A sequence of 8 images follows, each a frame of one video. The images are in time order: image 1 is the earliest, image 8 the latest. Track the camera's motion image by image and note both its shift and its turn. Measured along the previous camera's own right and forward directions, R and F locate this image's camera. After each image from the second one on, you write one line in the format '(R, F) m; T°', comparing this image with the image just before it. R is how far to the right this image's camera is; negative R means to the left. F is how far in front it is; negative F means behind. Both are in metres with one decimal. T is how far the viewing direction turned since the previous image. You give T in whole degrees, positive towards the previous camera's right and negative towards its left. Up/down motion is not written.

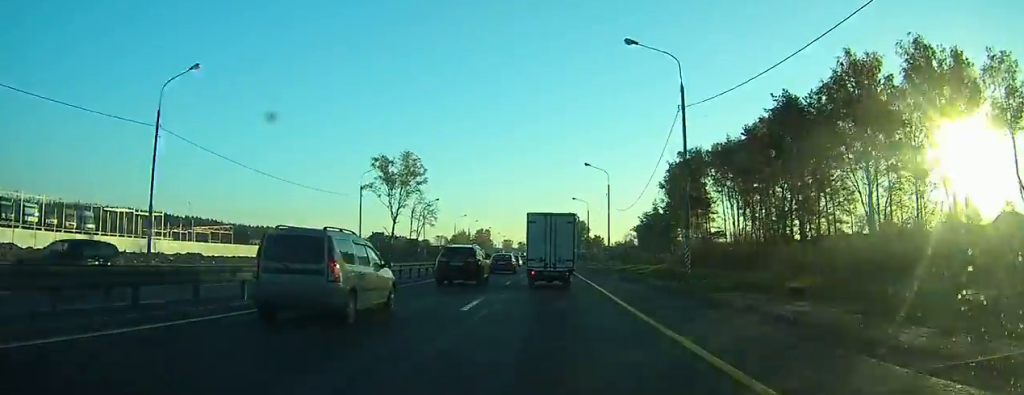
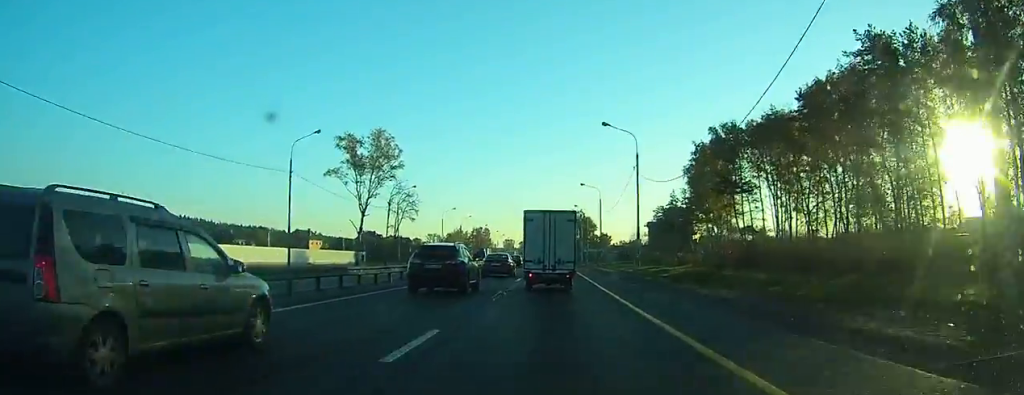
(-0.1, +17.2) m; 0°
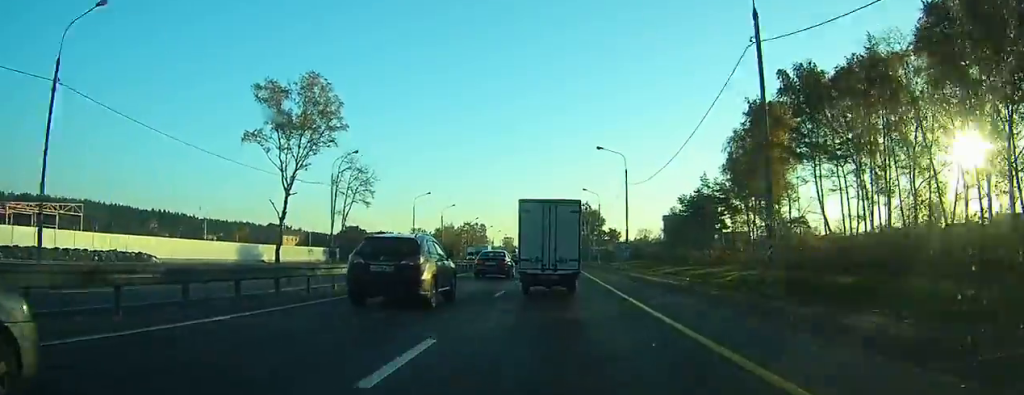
(0.0, +23.8) m; 0°
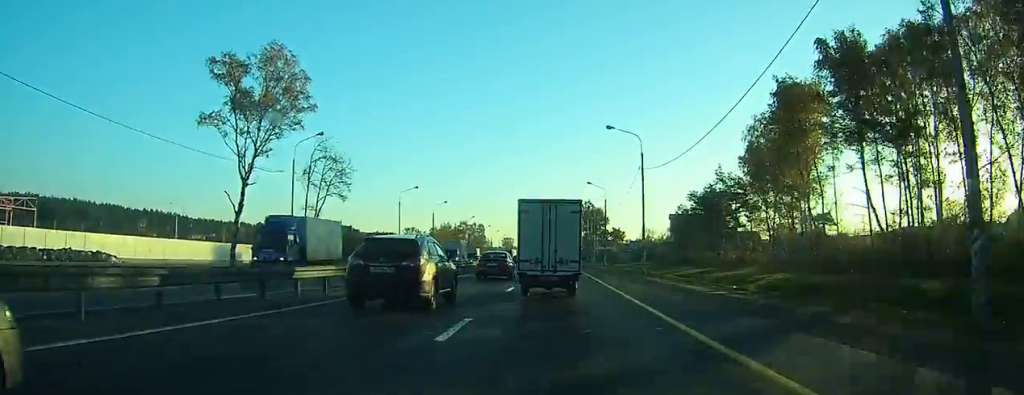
(0.0, +9.1) m; 0°
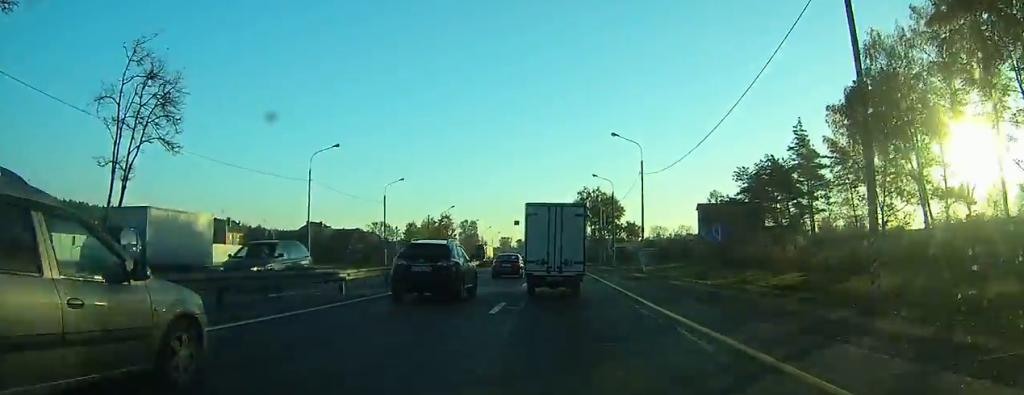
(0.0, +32.9) m; 0°
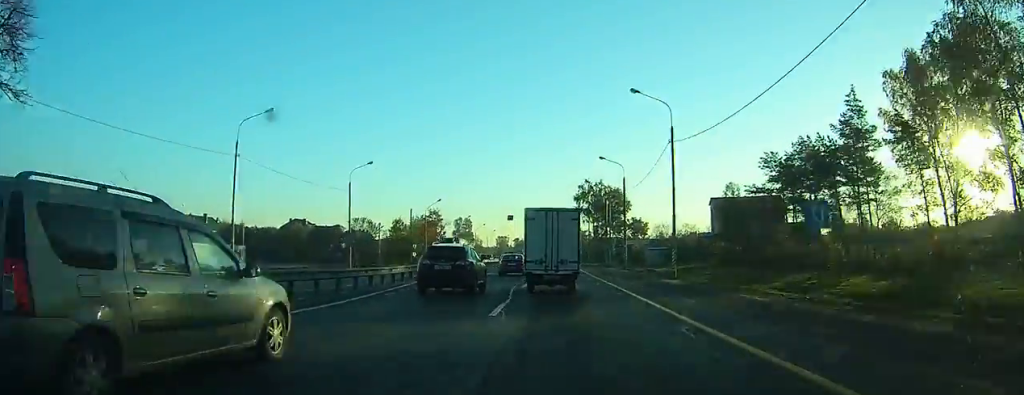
(0.0, +13.2) m; 0°
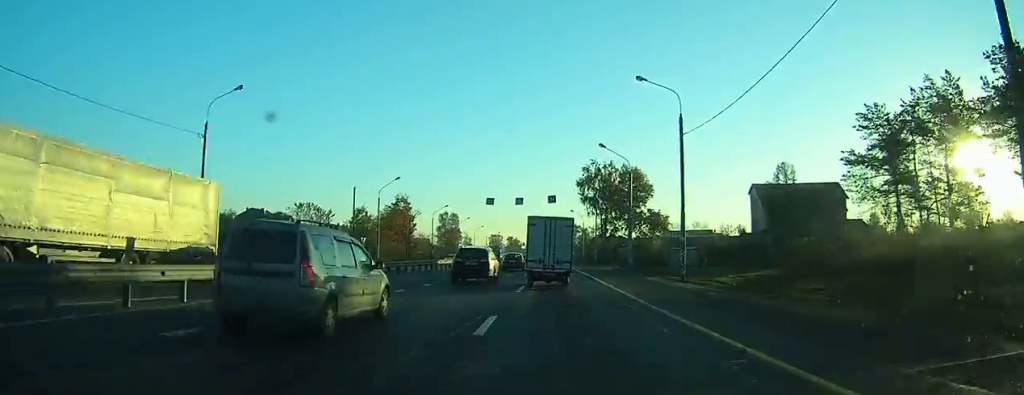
(0.0, +28.6) m; 0°
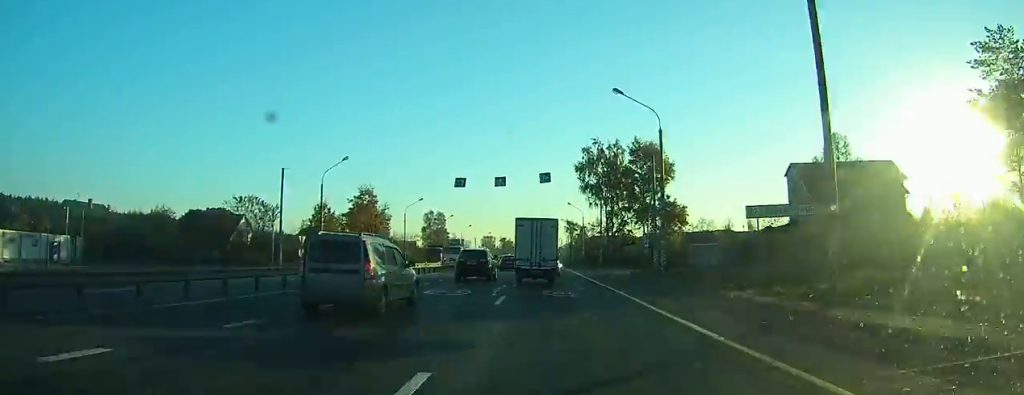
(0.0, +18.9) m; 0°
